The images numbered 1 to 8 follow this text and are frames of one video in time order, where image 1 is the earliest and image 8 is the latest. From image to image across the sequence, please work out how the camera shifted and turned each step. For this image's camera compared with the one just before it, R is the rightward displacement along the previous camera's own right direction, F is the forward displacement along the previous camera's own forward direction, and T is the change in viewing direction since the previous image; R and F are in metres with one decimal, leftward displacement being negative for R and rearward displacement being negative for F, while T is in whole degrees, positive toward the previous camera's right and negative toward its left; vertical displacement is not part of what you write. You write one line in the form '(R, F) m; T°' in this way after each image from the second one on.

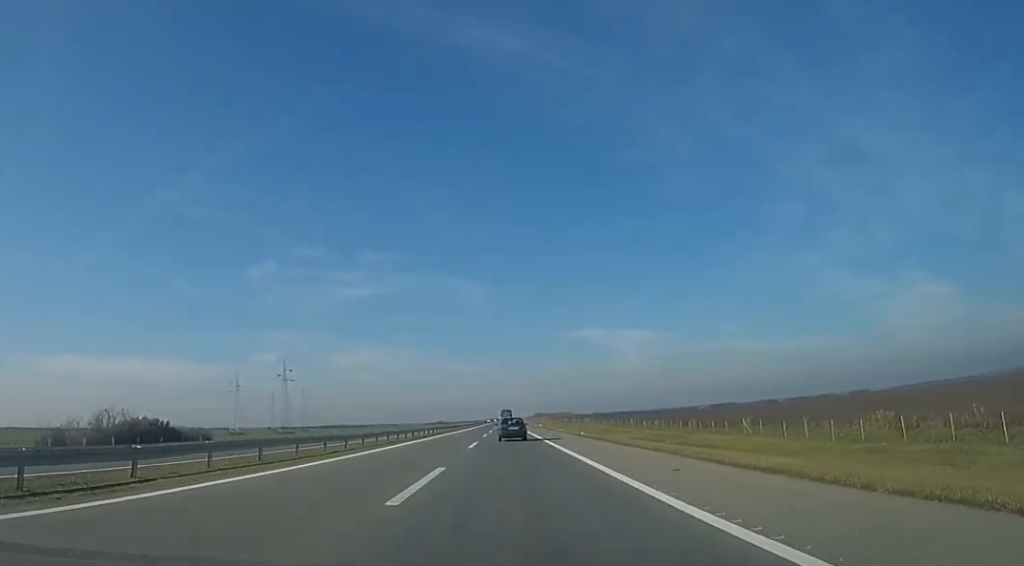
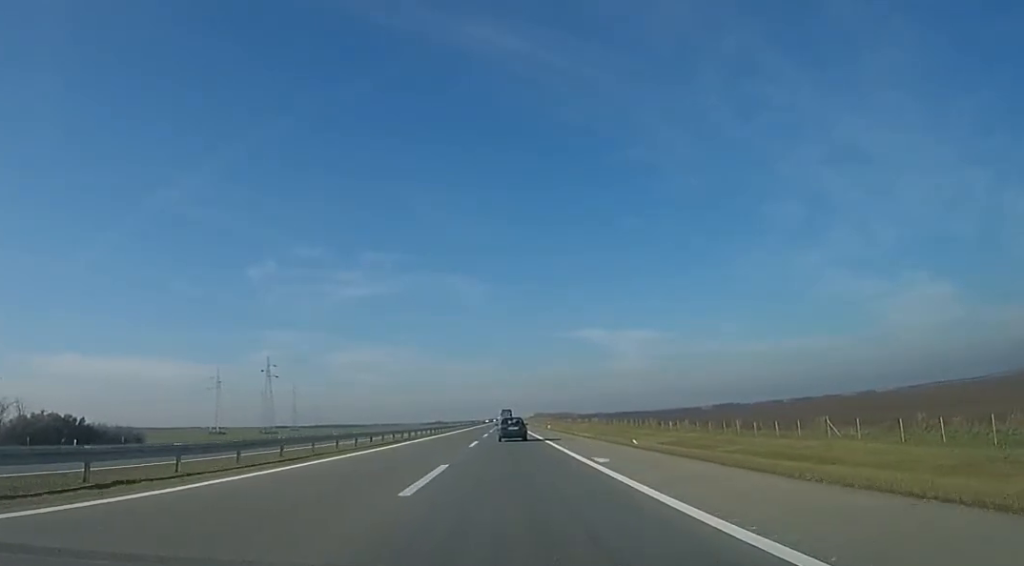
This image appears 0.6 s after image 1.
(-0.7, +17.9) m; 0°
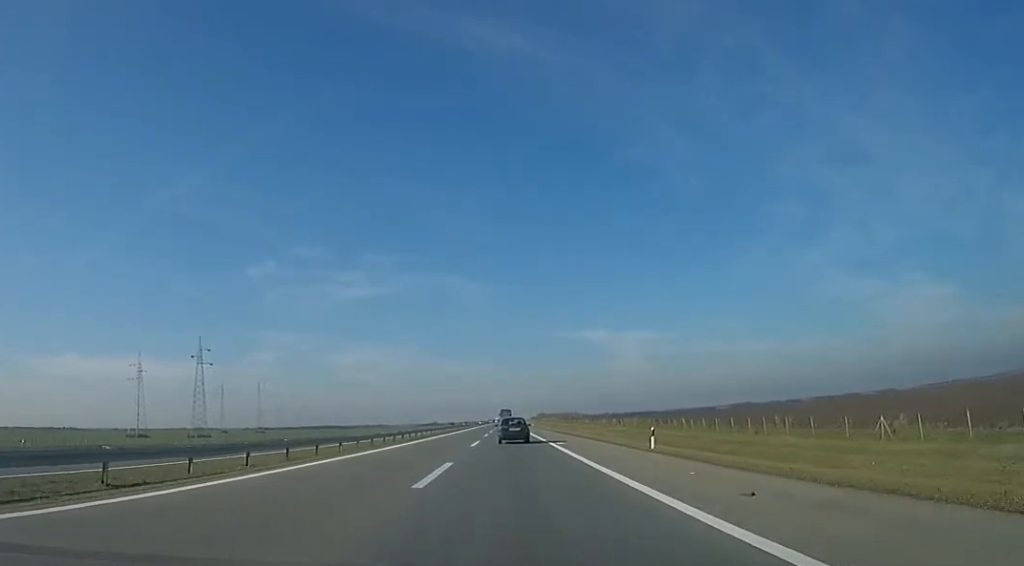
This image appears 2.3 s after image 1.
(+1.3, +55.4) m; +2°
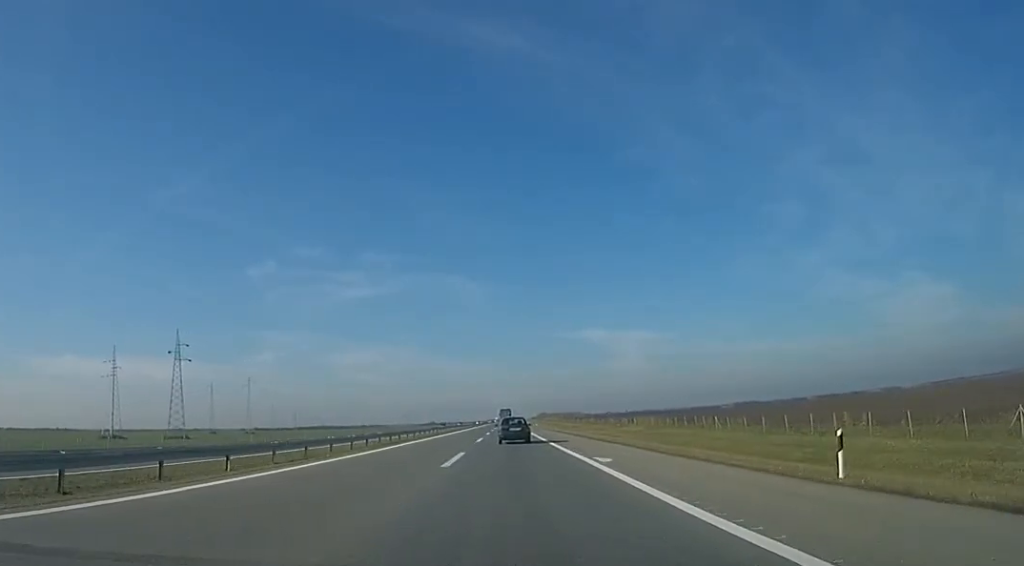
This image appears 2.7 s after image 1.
(0.0, +13.7) m; -1°
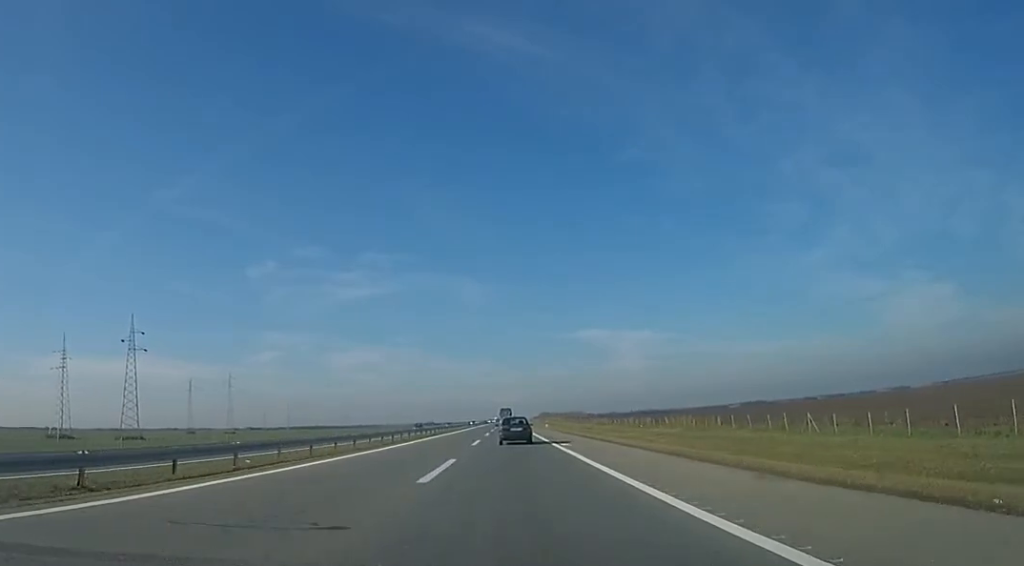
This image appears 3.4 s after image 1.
(-0.5, +23.4) m; -1°
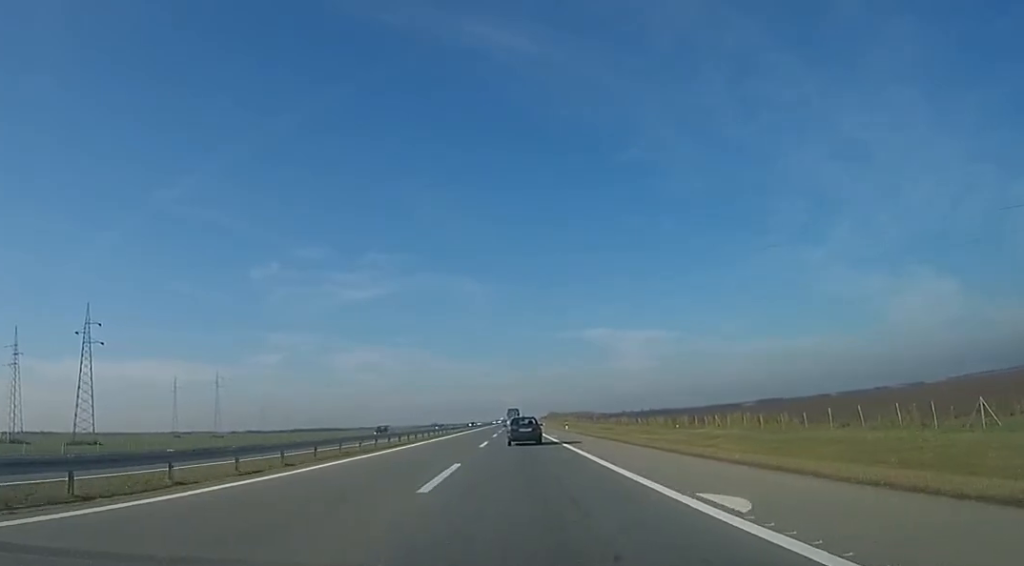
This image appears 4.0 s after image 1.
(-0.7, +20.6) m; 0°
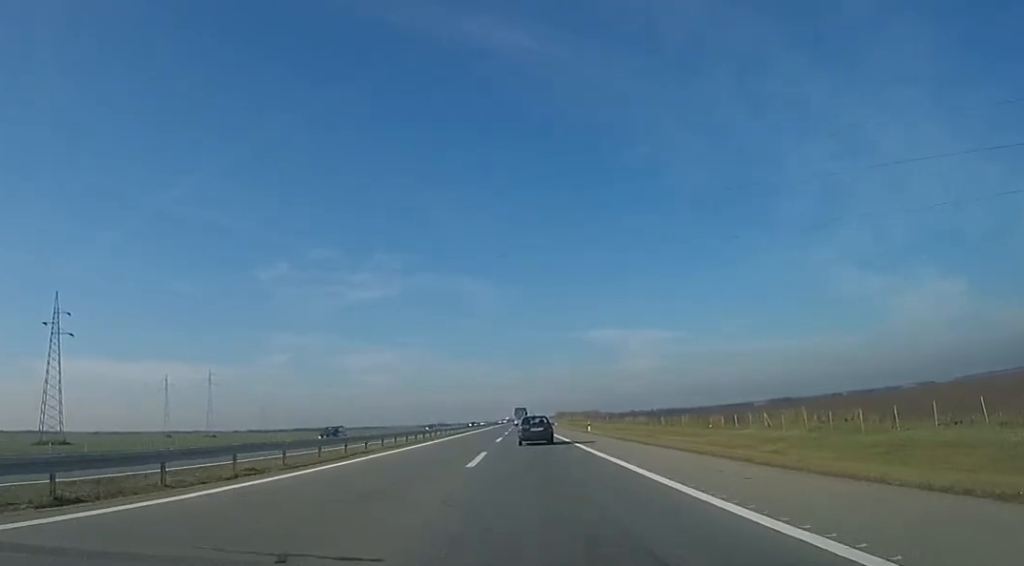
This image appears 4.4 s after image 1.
(+0.5, +13.0) m; 0°
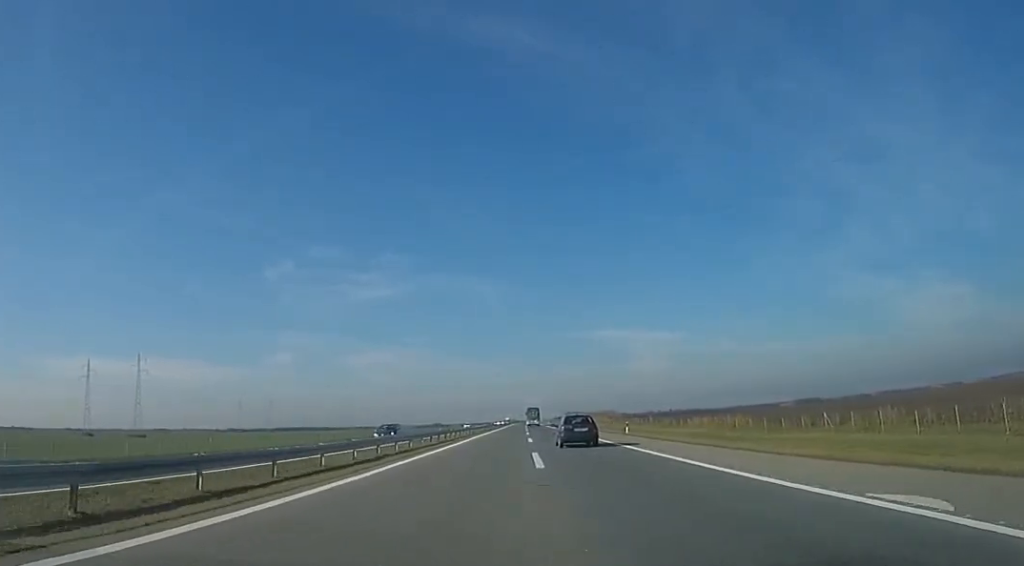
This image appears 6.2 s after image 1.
(-0.2, +57.2) m; 0°
